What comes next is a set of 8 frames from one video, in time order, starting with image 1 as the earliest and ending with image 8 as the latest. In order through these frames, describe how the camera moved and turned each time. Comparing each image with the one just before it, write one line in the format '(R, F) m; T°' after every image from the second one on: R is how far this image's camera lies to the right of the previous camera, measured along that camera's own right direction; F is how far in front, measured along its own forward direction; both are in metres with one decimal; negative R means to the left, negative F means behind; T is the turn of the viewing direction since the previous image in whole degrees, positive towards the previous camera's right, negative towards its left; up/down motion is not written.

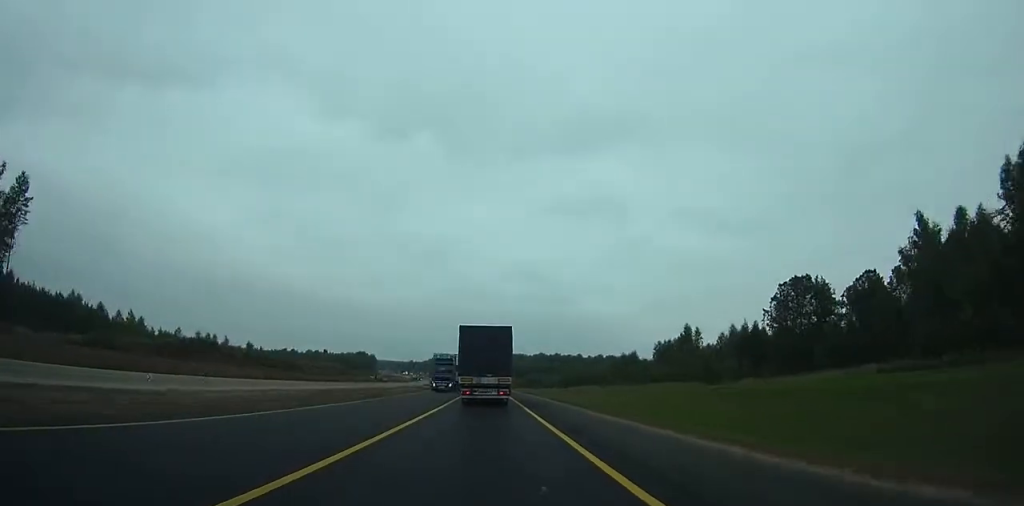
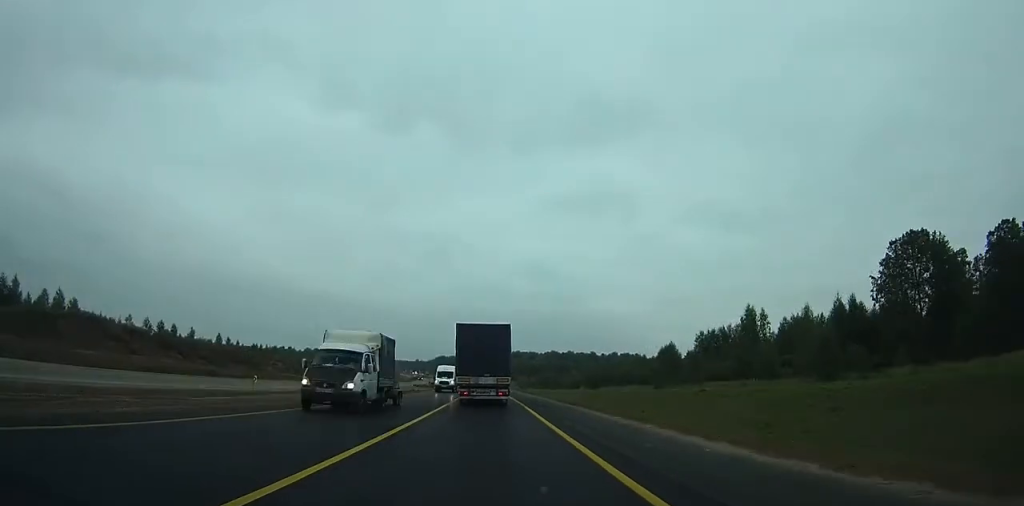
(-0.1, +33.2) m; -1°
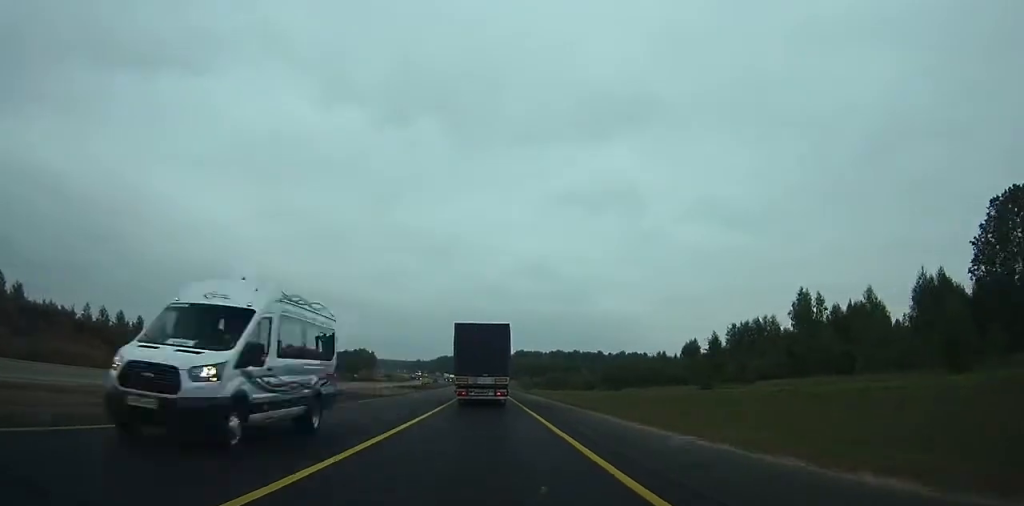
(+0.1, +20.8) m; 0°
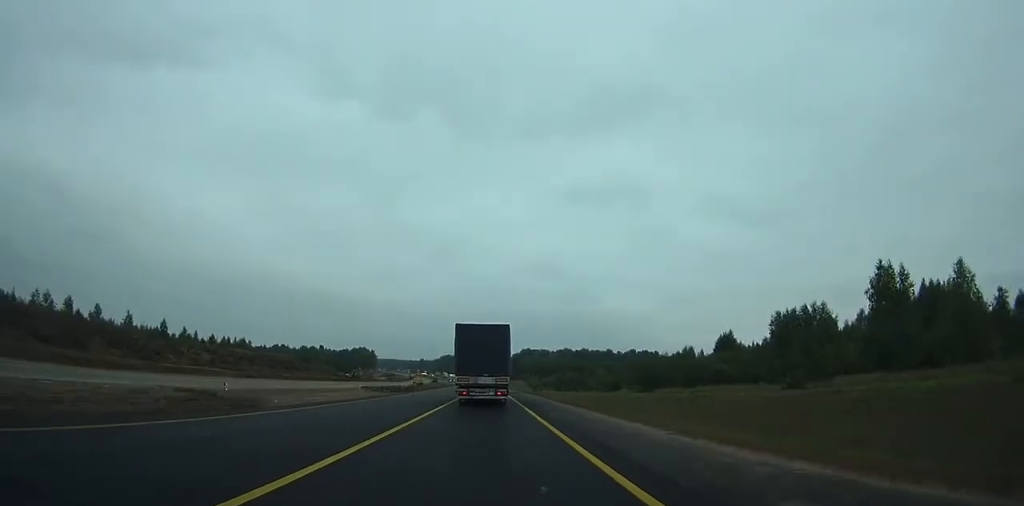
(-0.2, +22.5) m; 0°
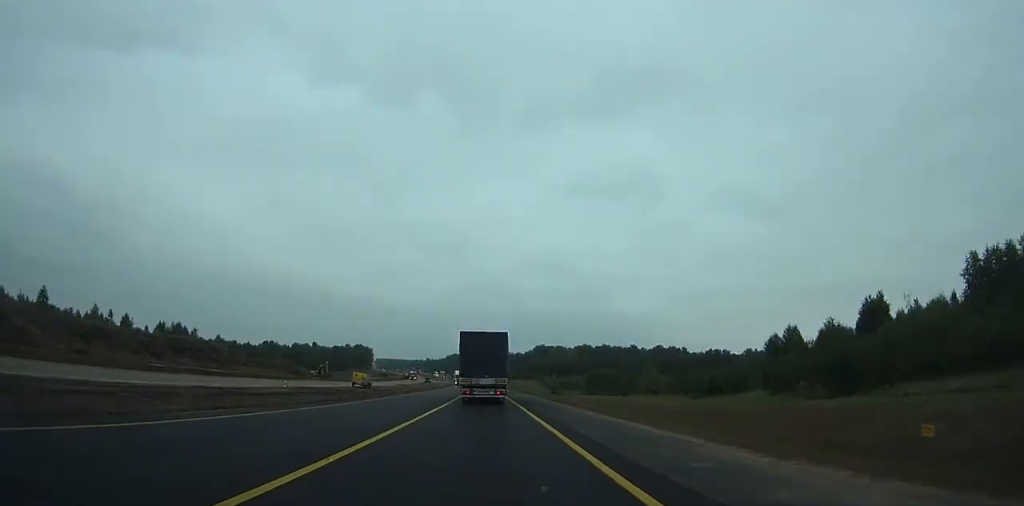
(-0.2, +55.9) m; 0°
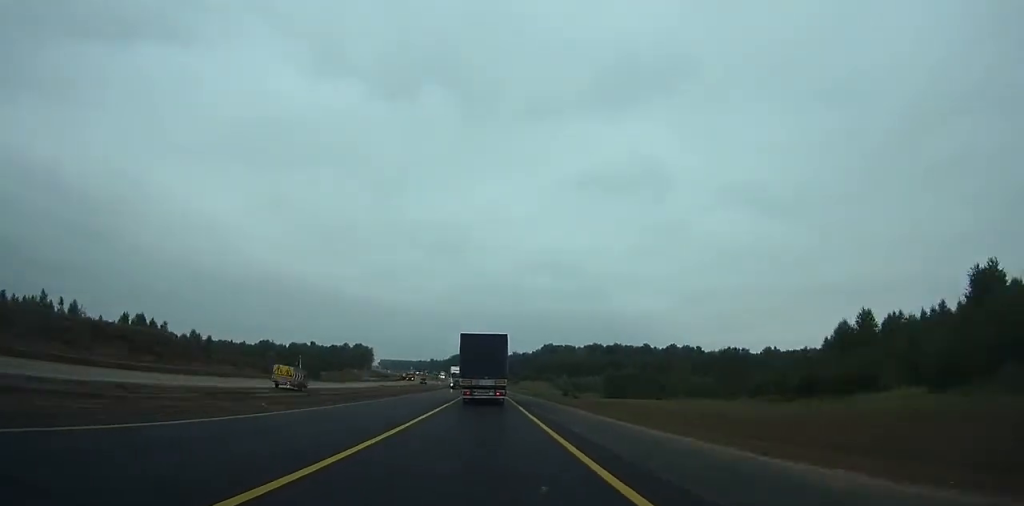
(0.0, +22.6) m; 0°
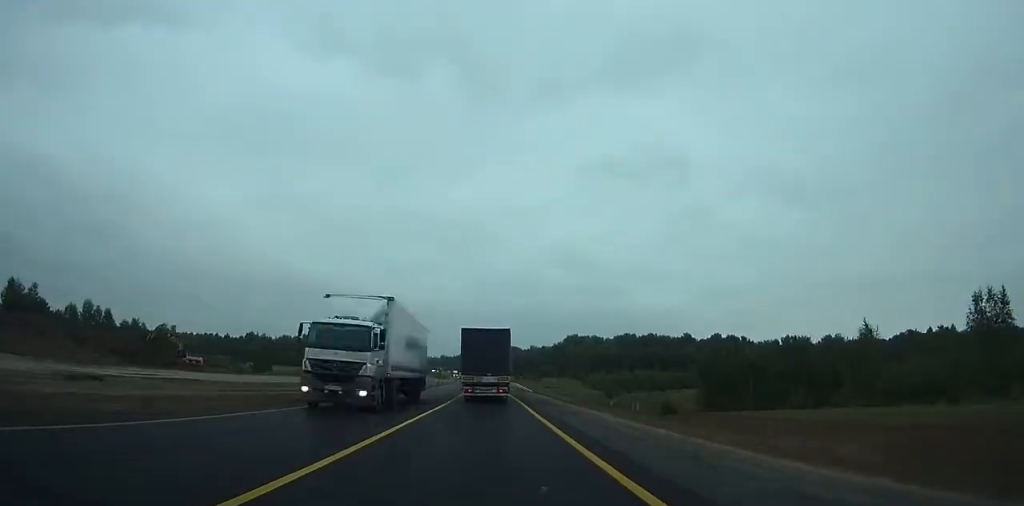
(-0.4, +58.9) m; -1°
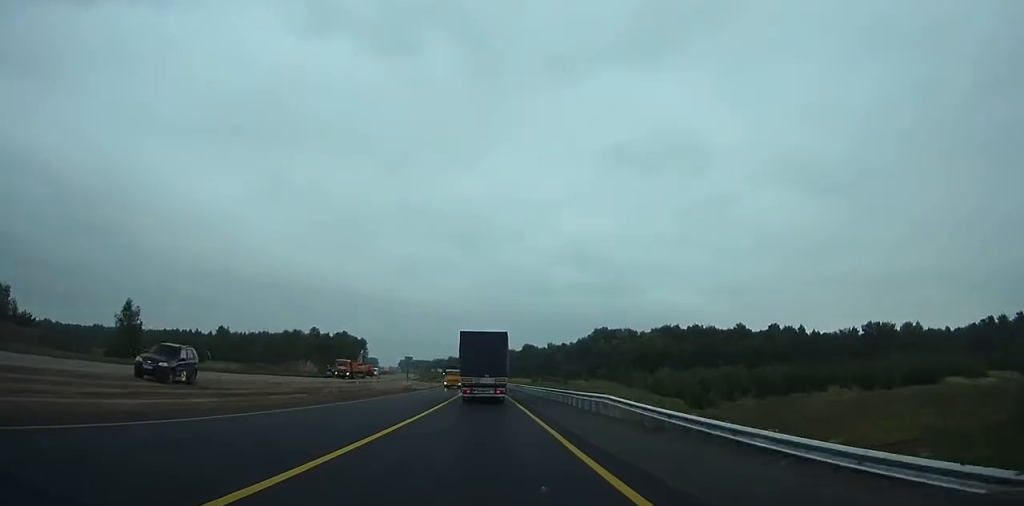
(-0.9, +67.8) m; -2°
